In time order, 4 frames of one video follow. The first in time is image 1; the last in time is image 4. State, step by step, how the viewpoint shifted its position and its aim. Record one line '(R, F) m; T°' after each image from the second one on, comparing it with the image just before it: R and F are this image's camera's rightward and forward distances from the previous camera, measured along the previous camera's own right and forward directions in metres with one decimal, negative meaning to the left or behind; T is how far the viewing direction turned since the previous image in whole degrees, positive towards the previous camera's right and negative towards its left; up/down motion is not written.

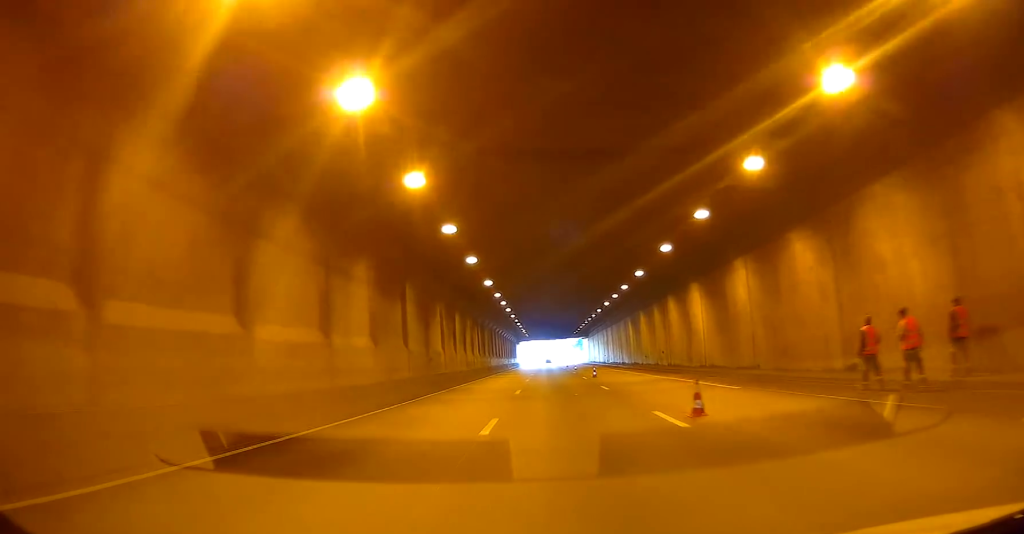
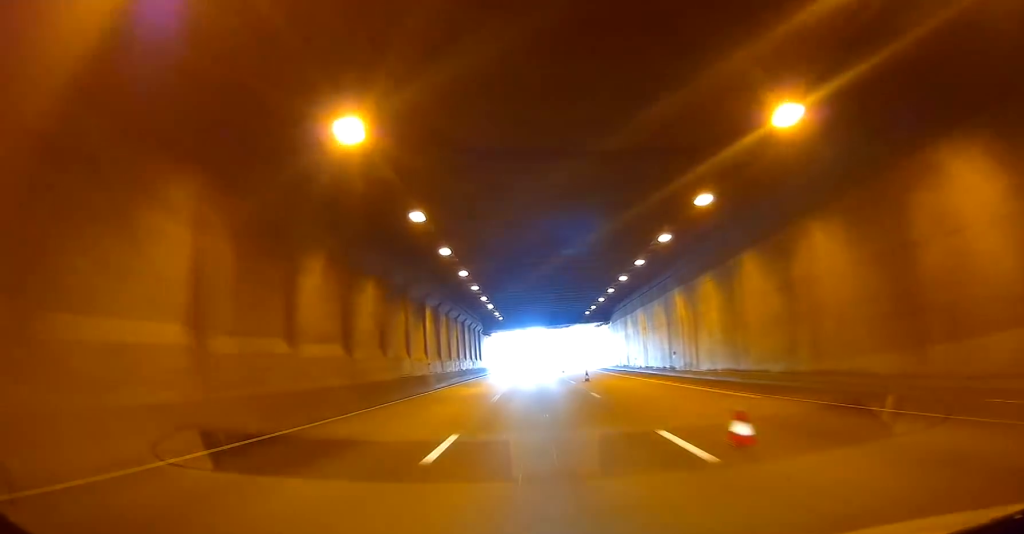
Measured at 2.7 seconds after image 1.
(+0.6, +58.5) m; -4°
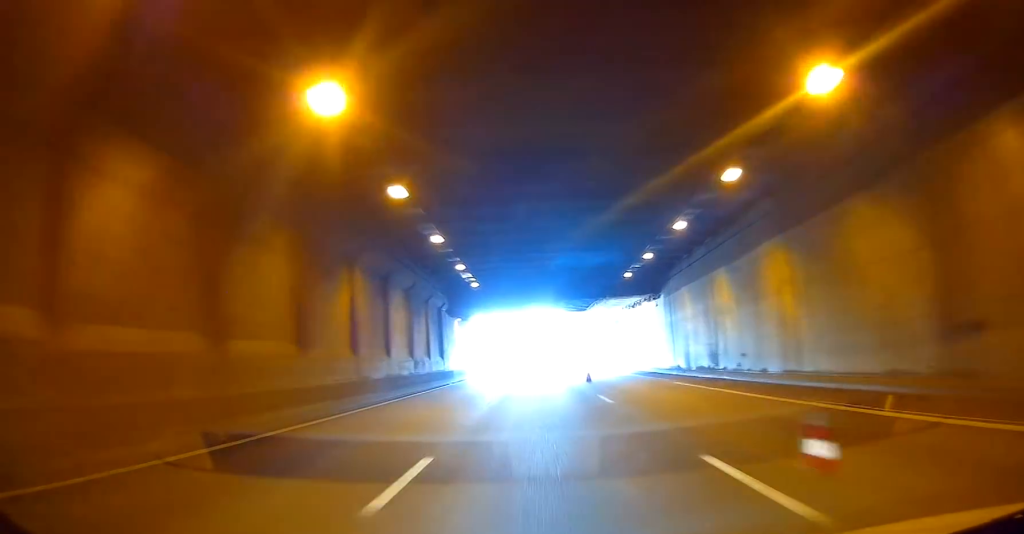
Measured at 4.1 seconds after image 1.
(+0.6, +29.3) m; +4°
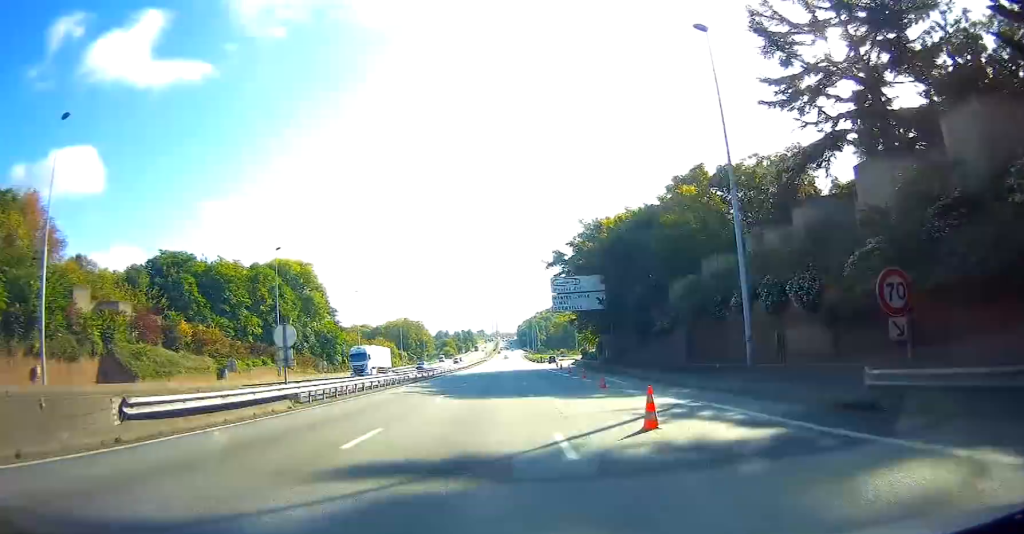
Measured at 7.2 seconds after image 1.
(+4.5, +61.3) m; +3°
